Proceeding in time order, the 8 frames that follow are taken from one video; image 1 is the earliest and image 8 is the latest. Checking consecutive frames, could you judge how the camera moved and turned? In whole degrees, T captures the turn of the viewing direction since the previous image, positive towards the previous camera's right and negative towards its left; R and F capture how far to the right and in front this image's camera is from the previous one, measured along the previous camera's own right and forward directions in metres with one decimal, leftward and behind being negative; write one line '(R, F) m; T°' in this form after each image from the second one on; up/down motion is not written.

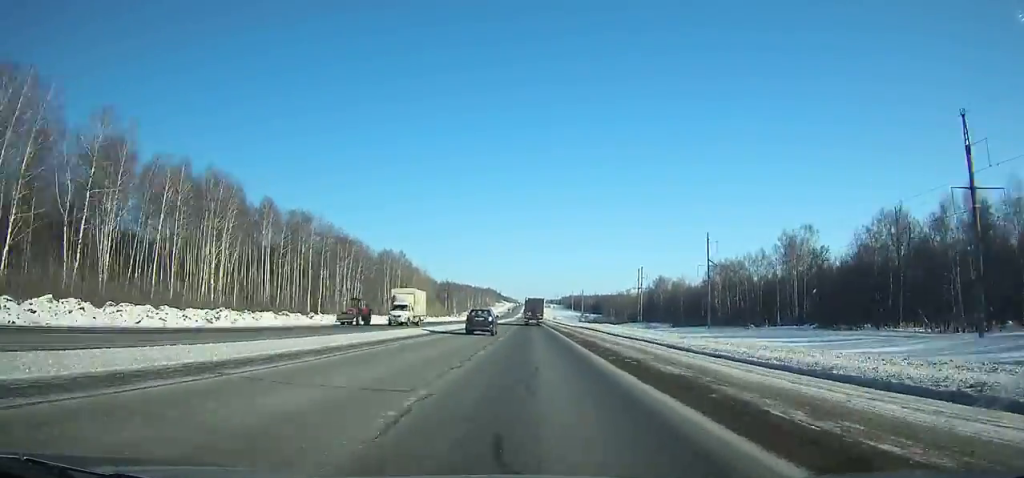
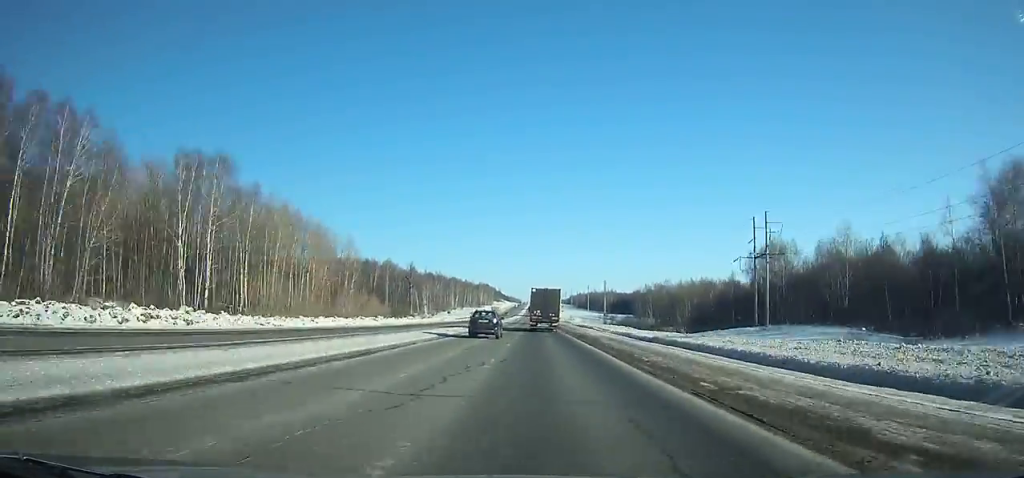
(+0.1, +122.2) m; 0°
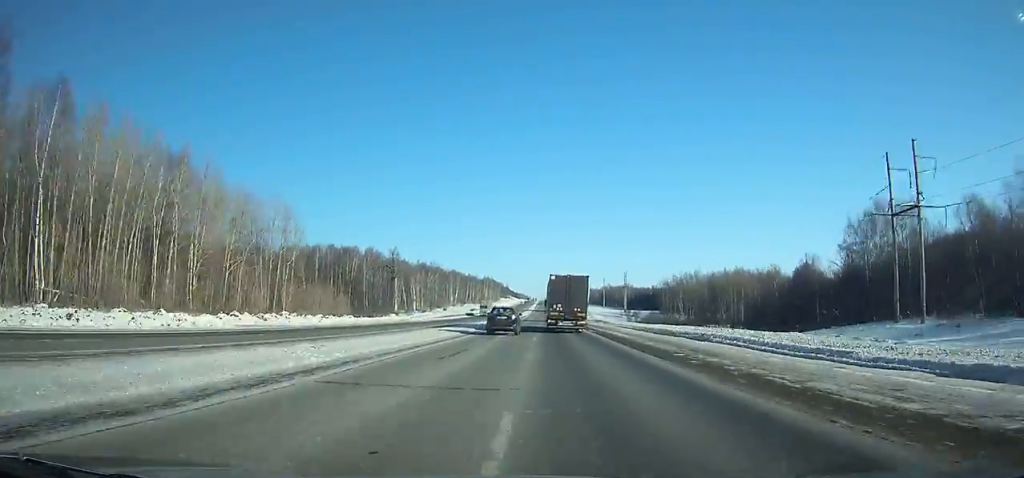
(+0.1, +45.9) m; 0°
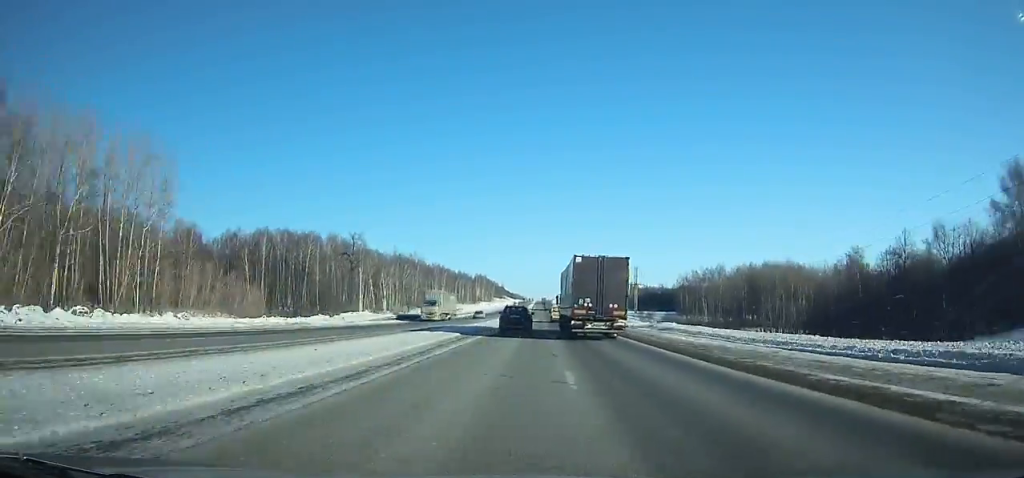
(-0.3, +42.4) m; 0°
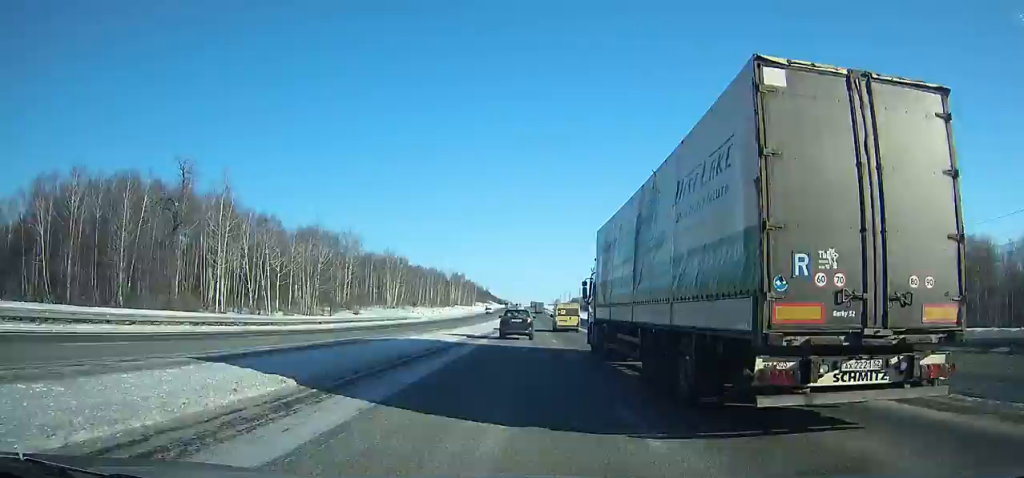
(+0.2, +74.9) m; 0°
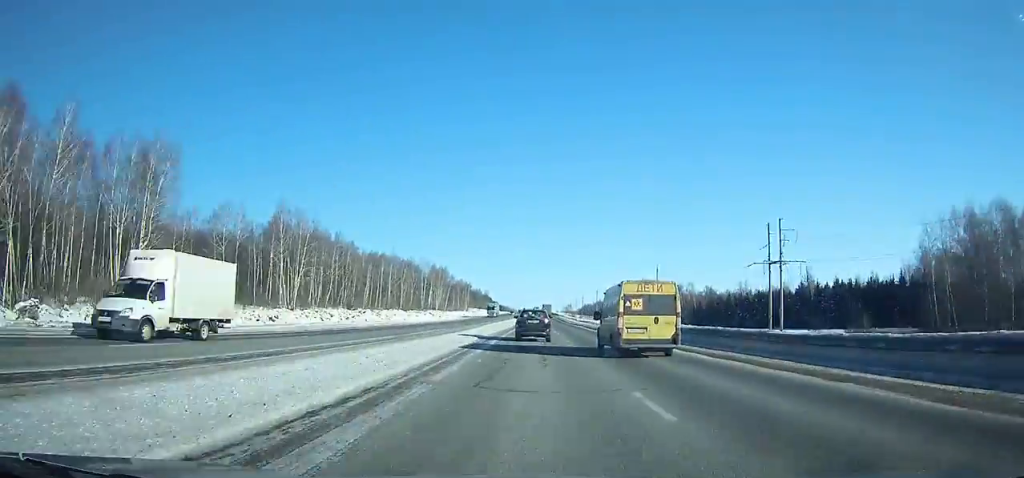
(+0.6, +93.3) m; 0°
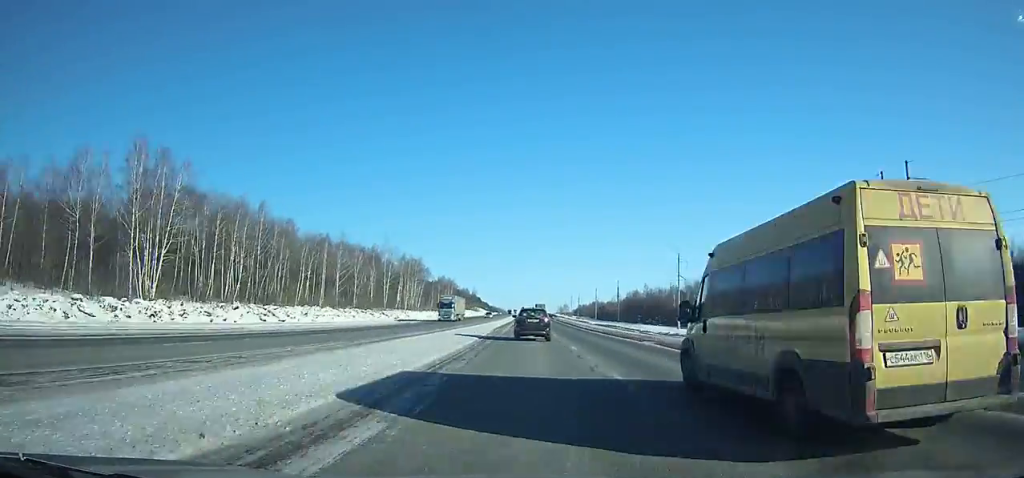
(-0.2, +42.8) m; 0°
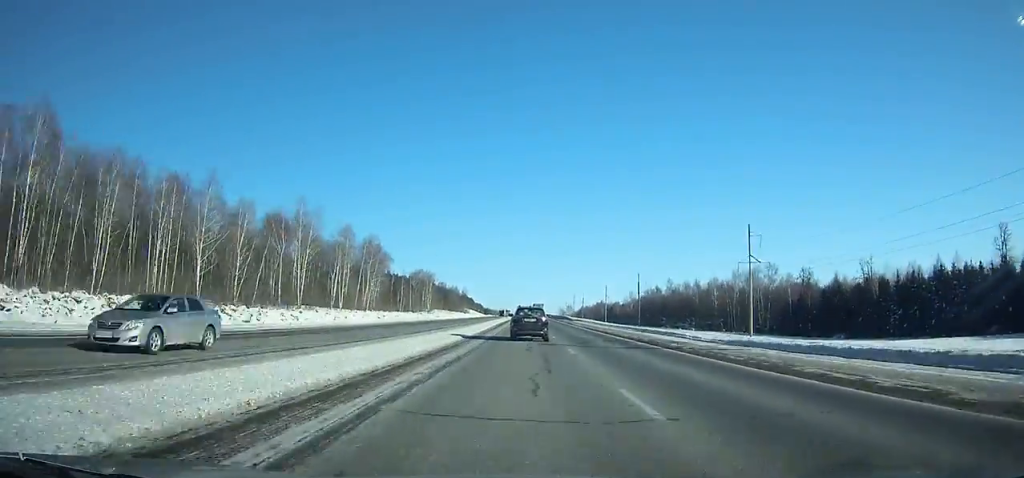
(+0.2, +57.8) m; 0°
